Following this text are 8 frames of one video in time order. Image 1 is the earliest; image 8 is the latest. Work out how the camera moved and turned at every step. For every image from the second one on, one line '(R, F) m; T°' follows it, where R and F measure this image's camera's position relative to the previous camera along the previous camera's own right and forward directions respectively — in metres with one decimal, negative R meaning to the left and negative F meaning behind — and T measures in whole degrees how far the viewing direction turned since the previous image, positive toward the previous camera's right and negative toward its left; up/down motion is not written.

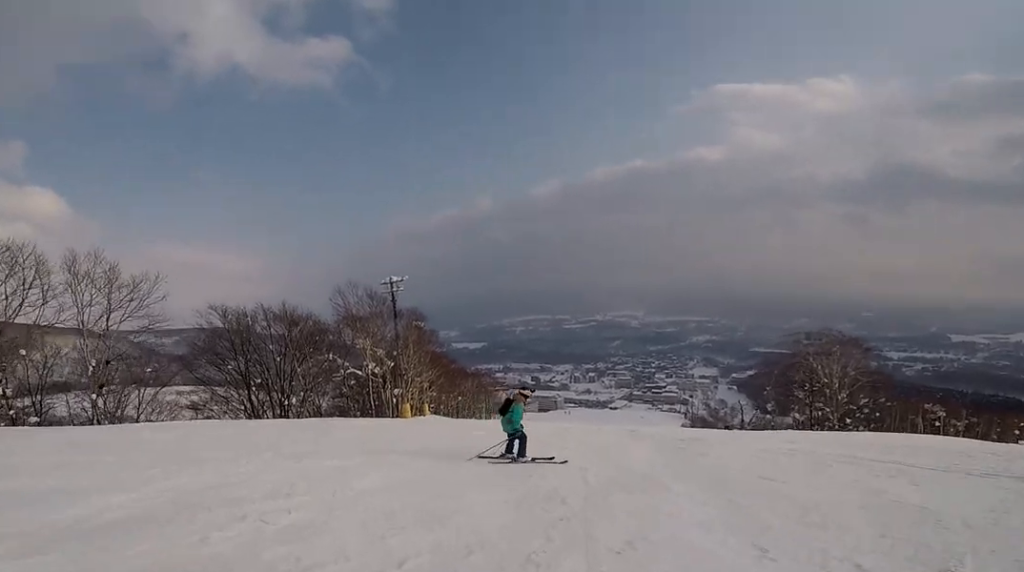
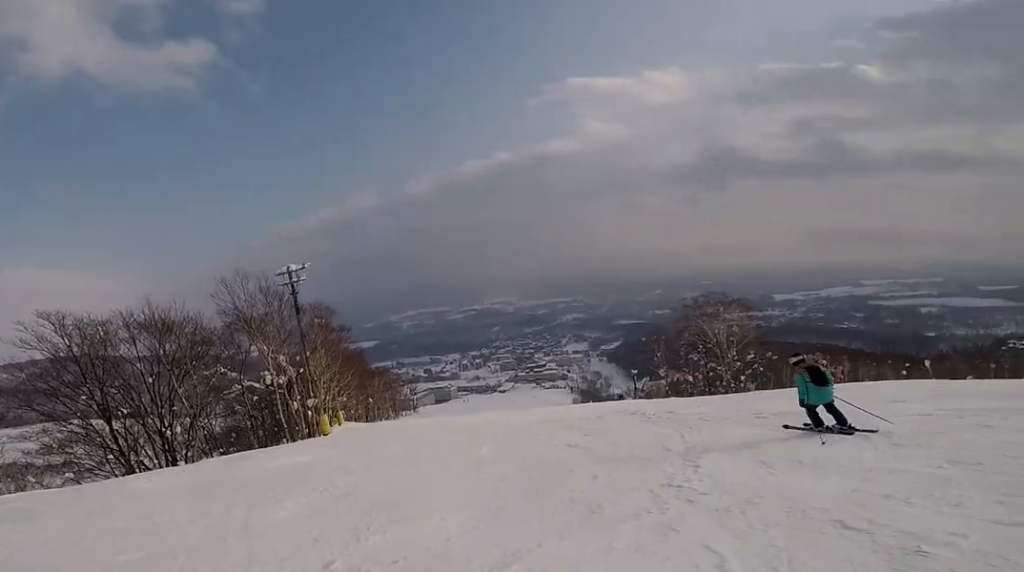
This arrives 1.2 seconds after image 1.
(+0.3, +4.3) m; +10°
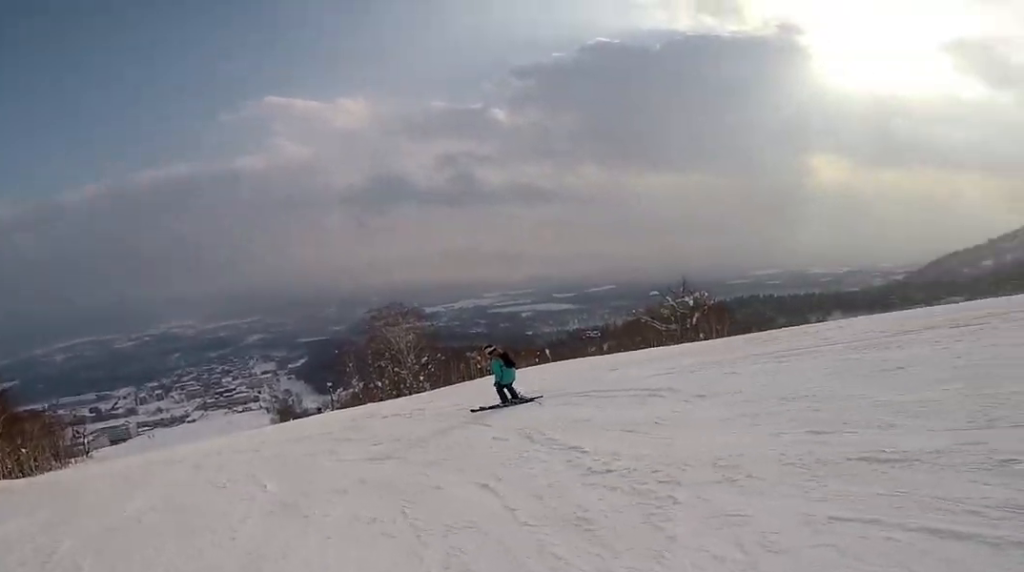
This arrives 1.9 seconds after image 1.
(+0.1, +2.0) m; +6°
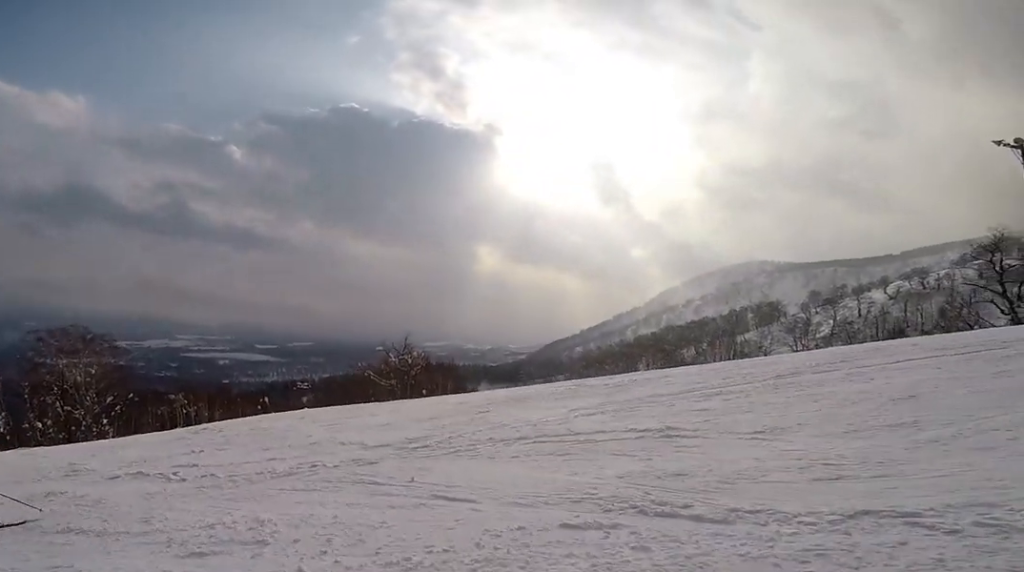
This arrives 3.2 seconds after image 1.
(+0.4, +3.9) m; +11°
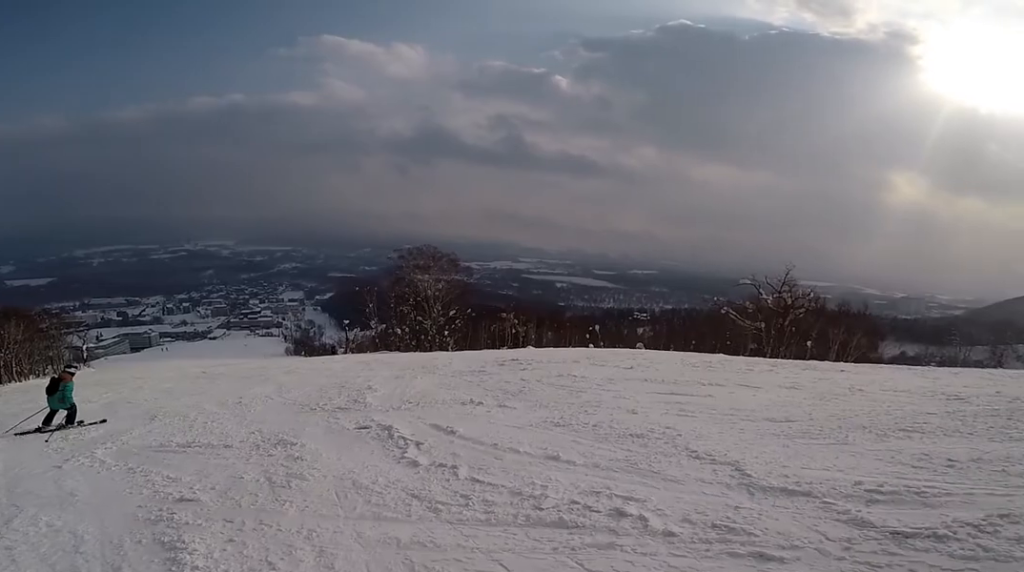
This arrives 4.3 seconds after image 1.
(+0.1, +3.4) m; -4°
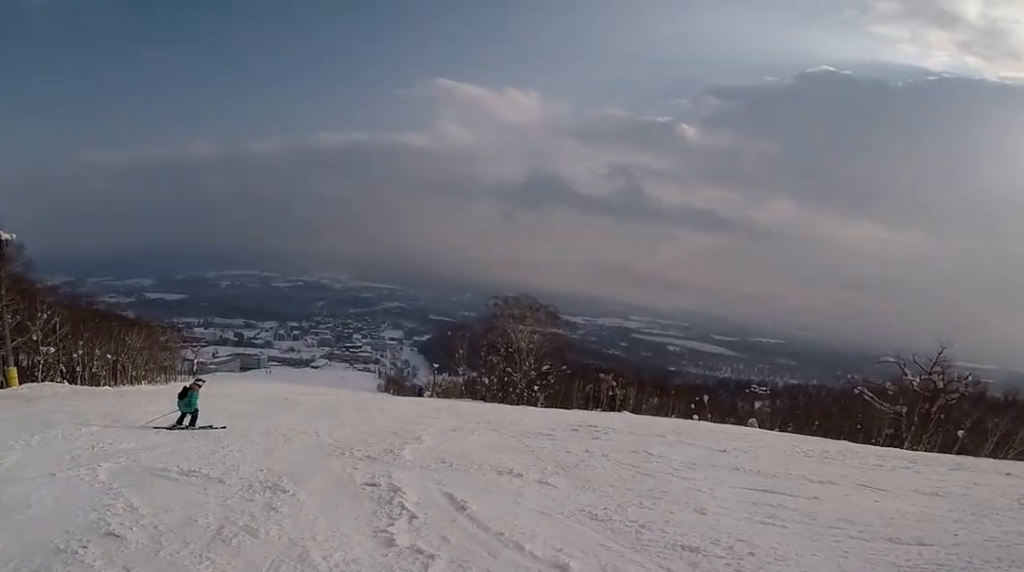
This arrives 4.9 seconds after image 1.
(-0.1, +1.5) m; -7°
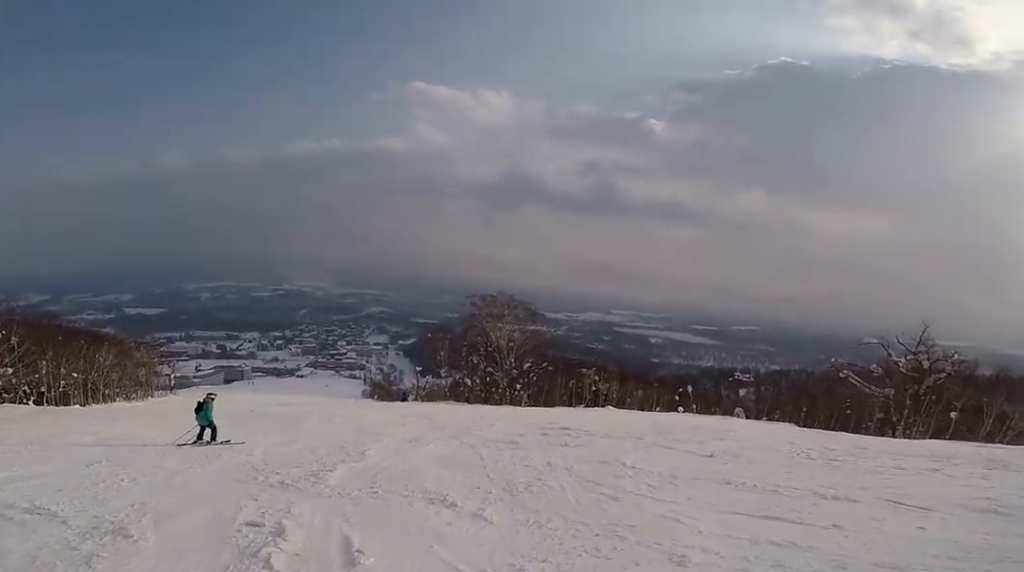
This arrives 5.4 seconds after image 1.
(0.0, +1.6) m; -7°
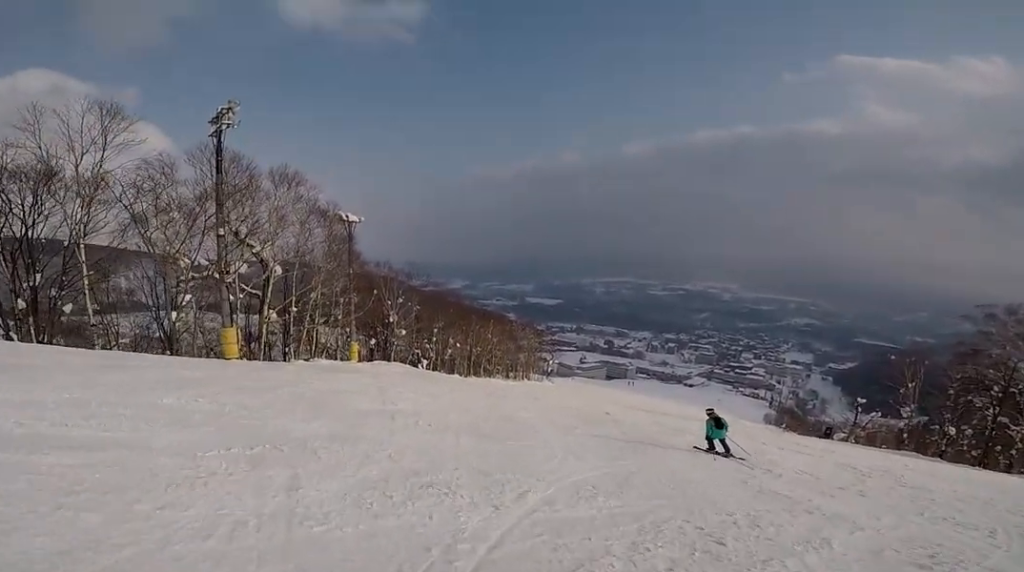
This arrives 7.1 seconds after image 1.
(-0.6, +5.4) m; -6°
